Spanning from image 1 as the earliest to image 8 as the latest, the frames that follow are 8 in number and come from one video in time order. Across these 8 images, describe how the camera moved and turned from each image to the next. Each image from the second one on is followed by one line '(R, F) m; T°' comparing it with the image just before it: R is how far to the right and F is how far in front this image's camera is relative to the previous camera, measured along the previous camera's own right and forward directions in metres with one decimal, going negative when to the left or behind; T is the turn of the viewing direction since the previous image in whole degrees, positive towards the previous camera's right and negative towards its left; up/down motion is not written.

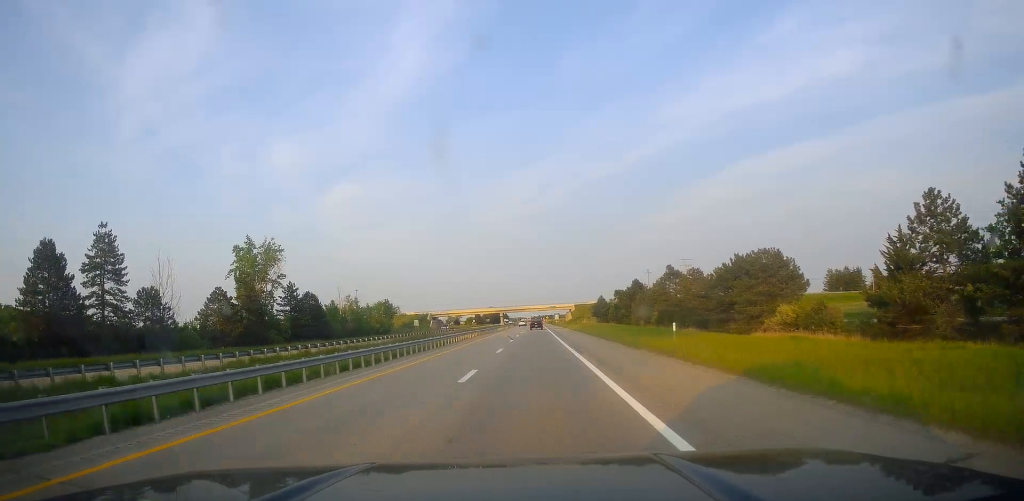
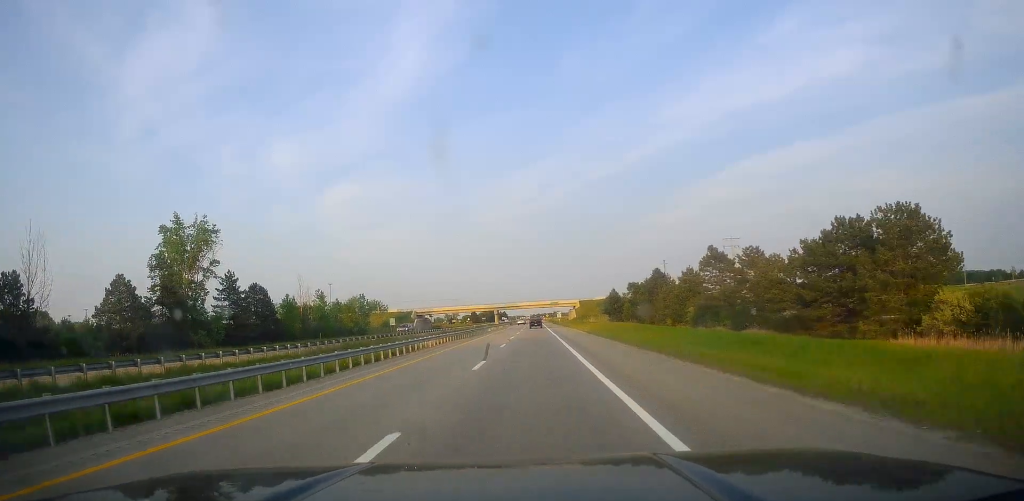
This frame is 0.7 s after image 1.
(+0.3, +26.2) m; 0°
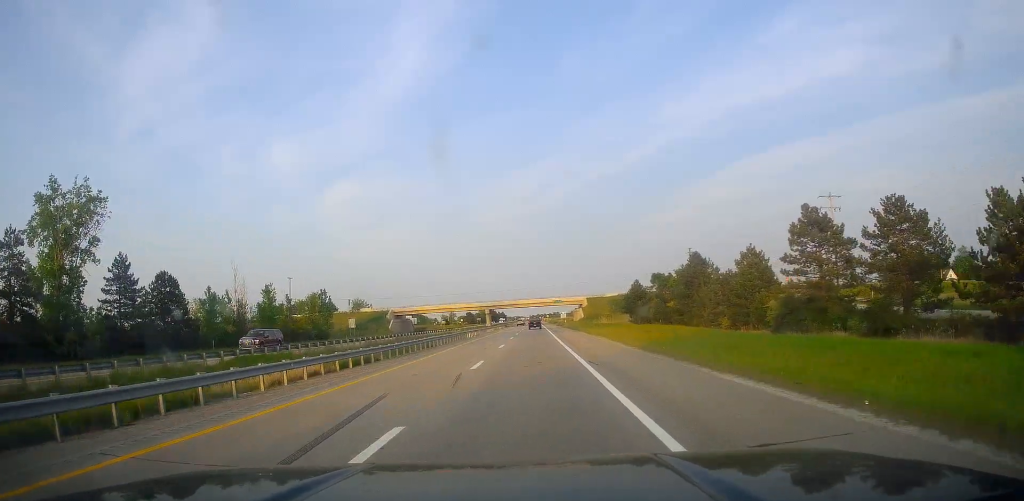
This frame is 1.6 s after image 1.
(-0.5, +29.8) m; 0°
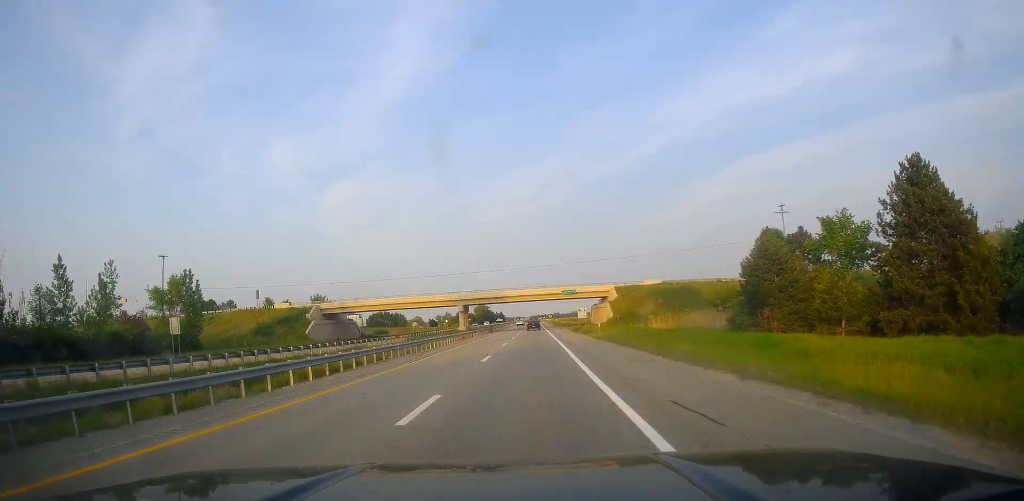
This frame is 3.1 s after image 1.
(+0.8, +56.3) m; +1°
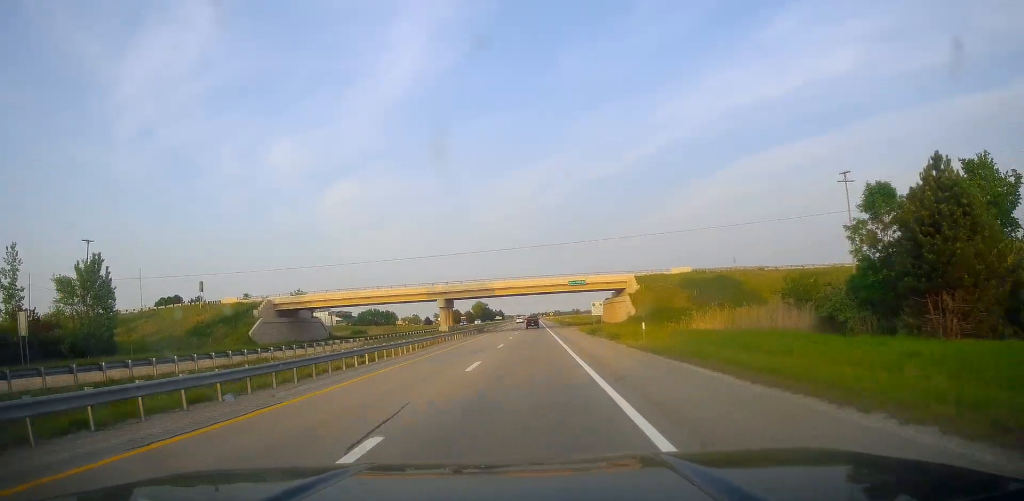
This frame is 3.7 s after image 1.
(0.0, +20.3) m; 0°
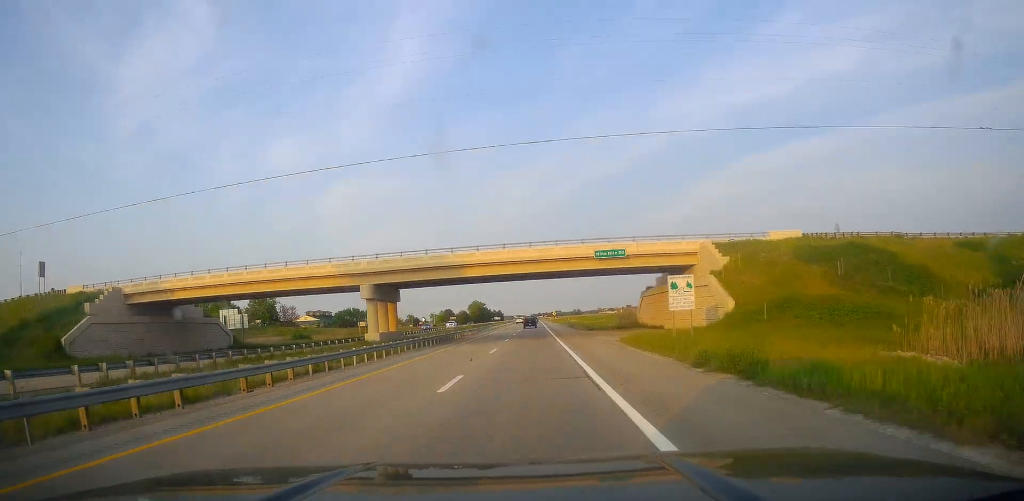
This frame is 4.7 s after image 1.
(0.0, +35.9) m; 0°
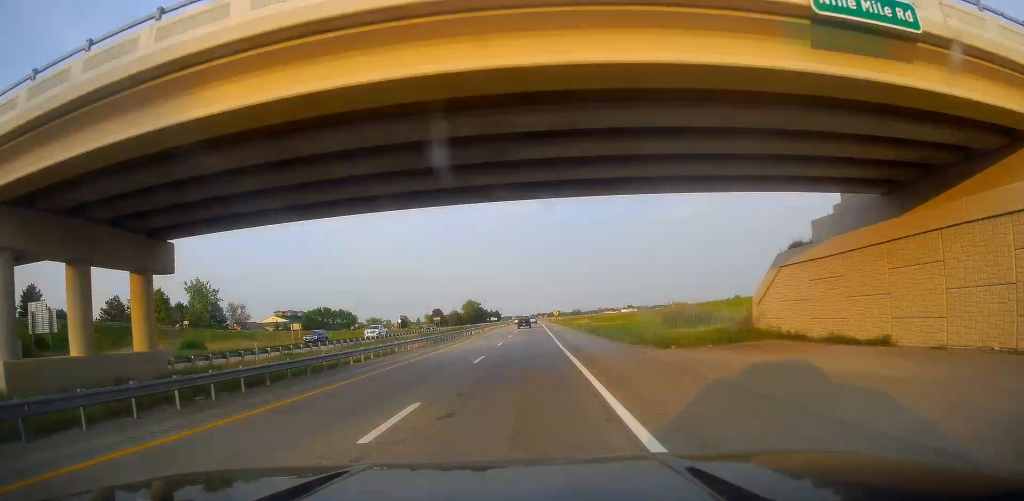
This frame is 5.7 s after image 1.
(-0.1, +36.1) m; -1°
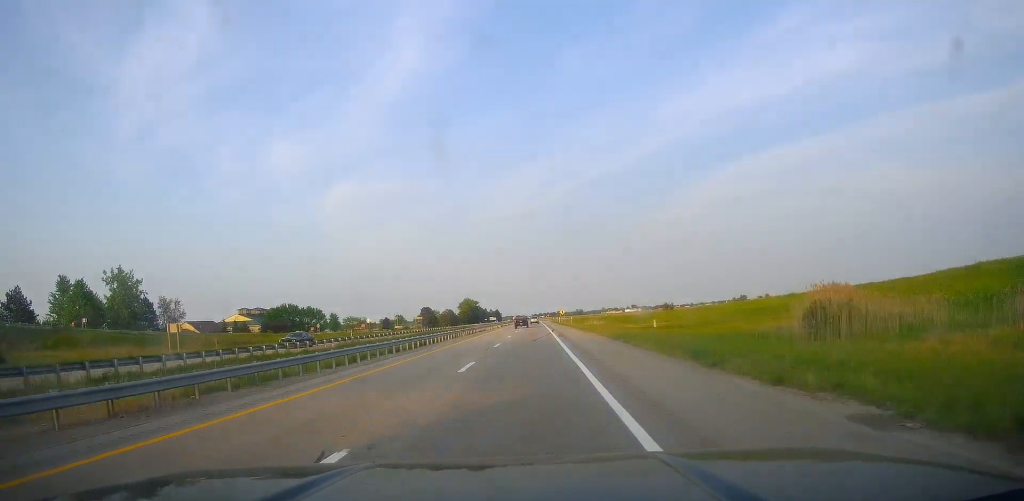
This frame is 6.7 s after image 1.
(-0.5, +35.1) m; -1°
